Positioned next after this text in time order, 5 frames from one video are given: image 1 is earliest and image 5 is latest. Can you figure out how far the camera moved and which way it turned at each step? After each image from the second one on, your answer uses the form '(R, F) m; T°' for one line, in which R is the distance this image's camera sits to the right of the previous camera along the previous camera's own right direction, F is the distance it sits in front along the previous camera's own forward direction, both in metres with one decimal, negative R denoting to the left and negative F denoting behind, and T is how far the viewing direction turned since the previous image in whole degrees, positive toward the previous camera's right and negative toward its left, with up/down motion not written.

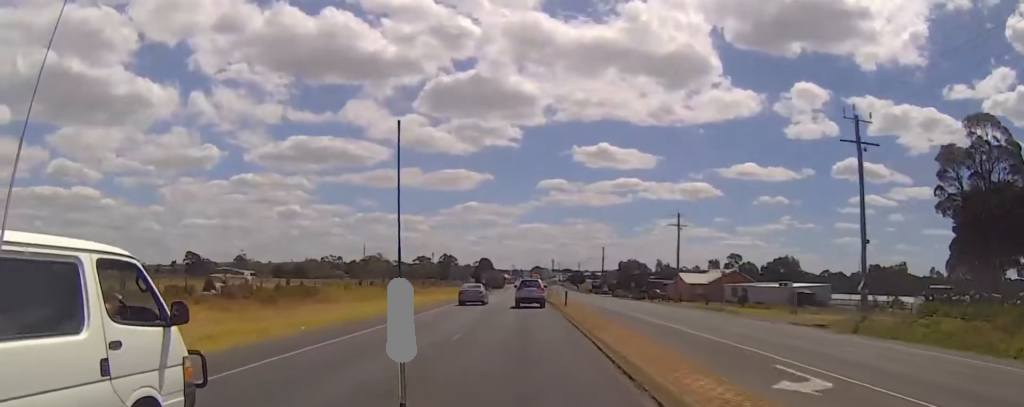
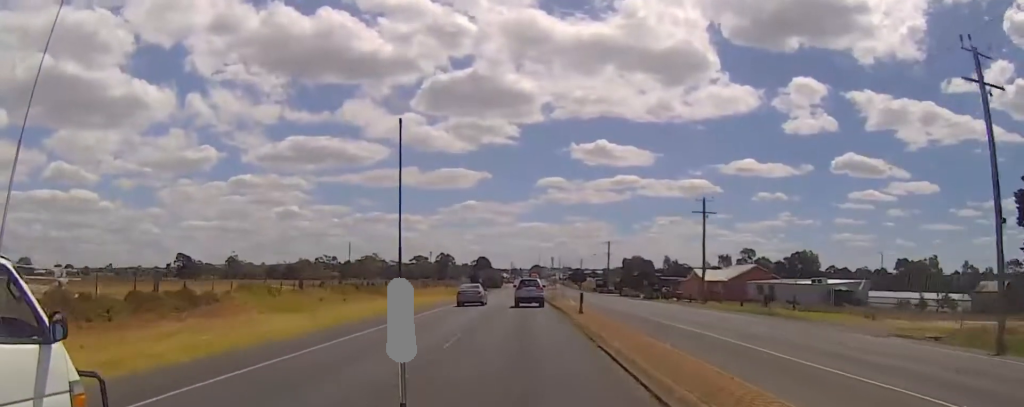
(-0.7, +12.6) m; 0°
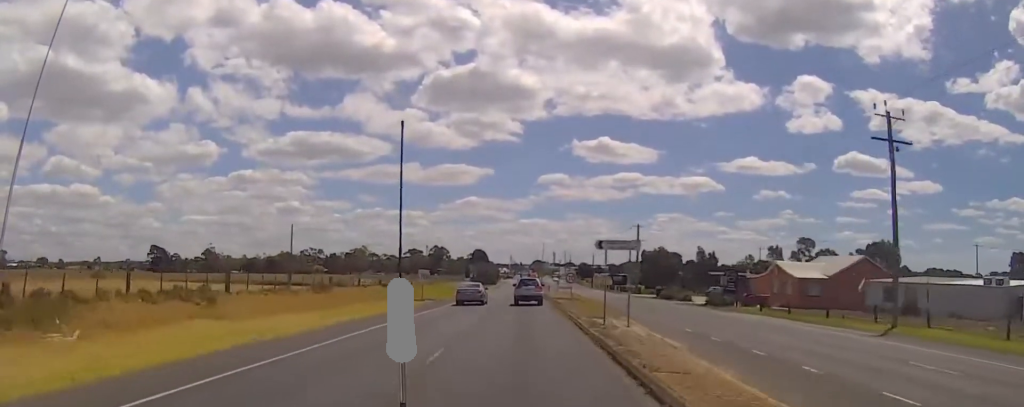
(+0.4, +39.1) m; +1°
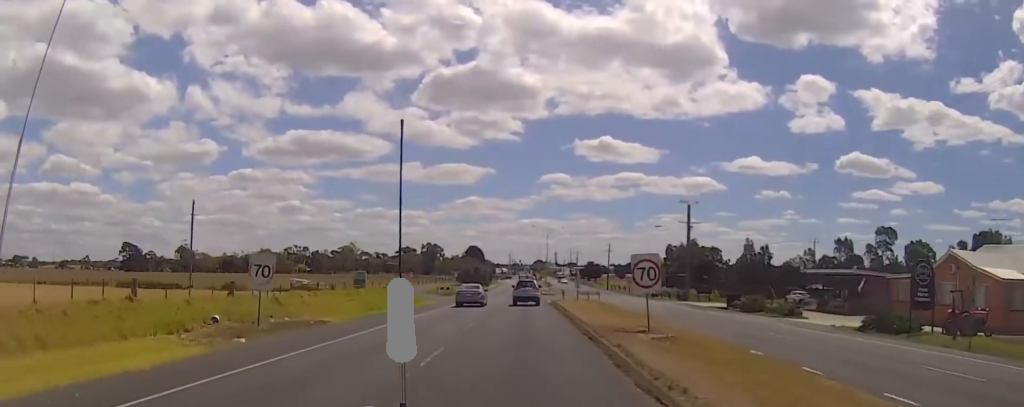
(+0.7, +36.3) m; 0°
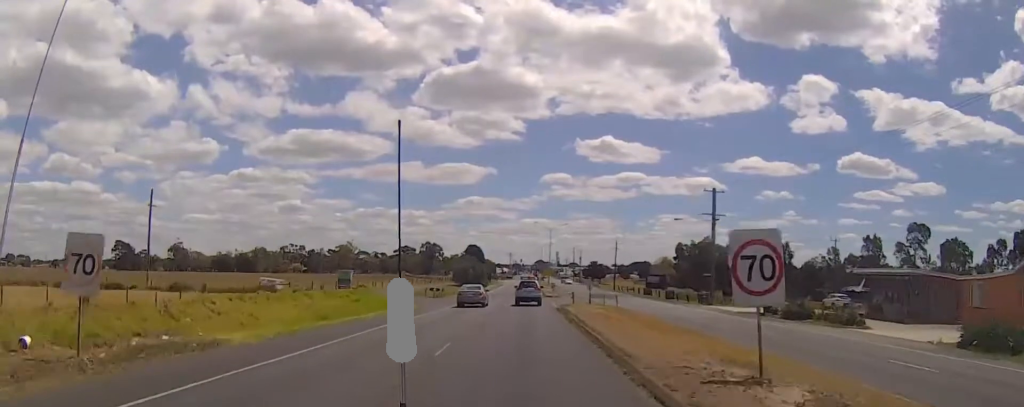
(-0.4, +10.3) m; -1°
